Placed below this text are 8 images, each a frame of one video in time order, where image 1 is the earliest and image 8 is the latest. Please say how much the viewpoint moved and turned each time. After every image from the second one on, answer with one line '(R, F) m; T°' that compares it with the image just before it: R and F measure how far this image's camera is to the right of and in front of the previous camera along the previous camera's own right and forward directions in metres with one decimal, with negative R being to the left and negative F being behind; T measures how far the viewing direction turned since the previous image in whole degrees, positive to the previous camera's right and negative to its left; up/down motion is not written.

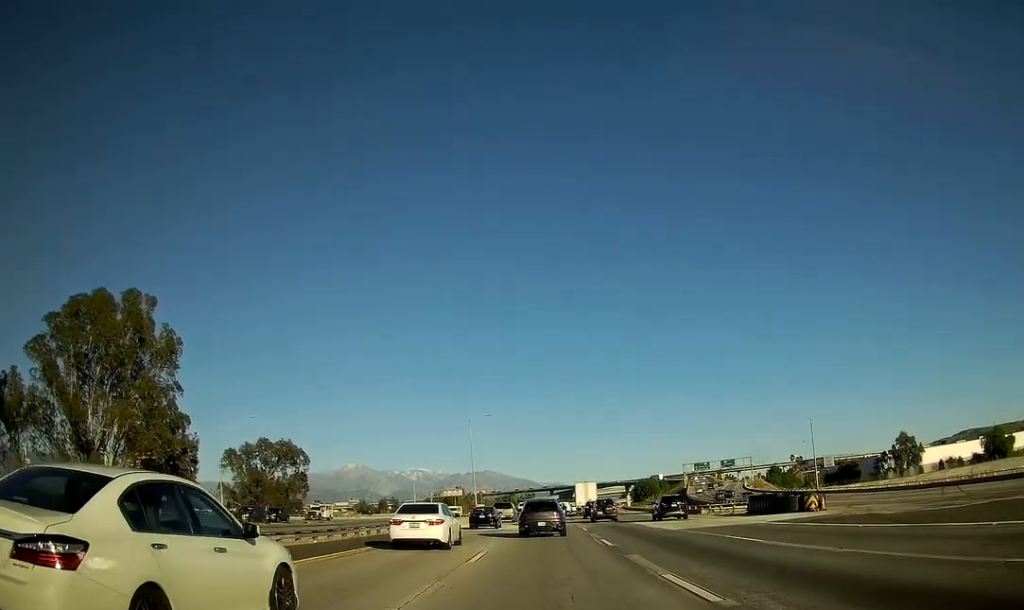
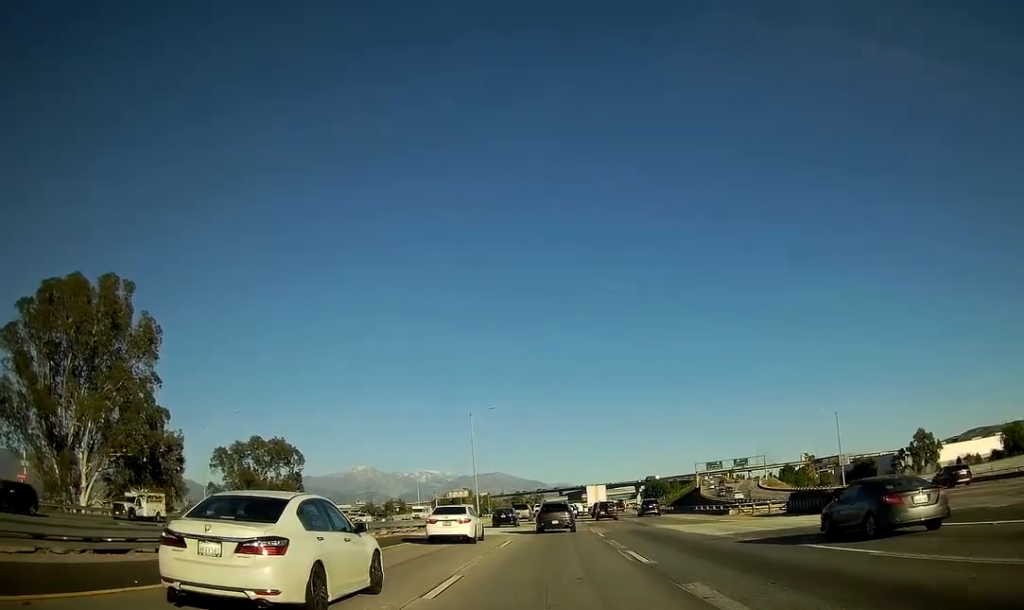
(-0.1, +7.4) m; -1°
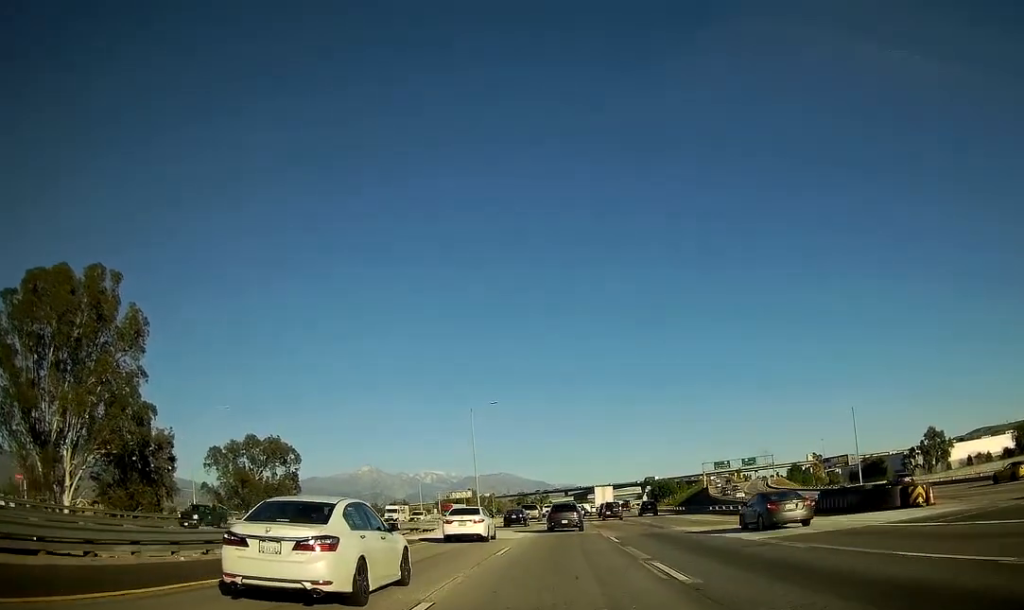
(+0.1, +4.3) m; +1°
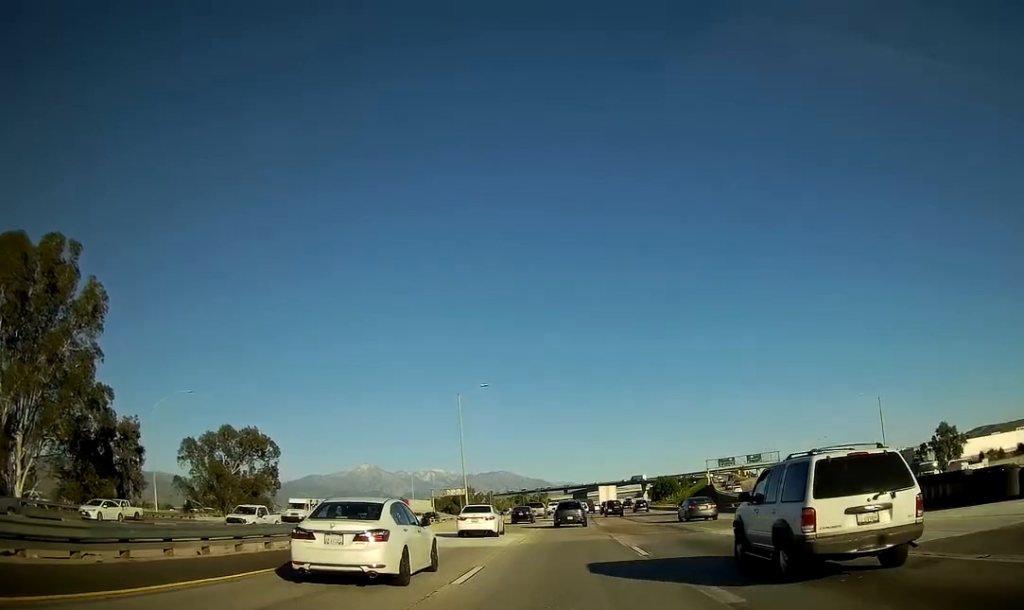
(+0.2, +8.6) m; 0°
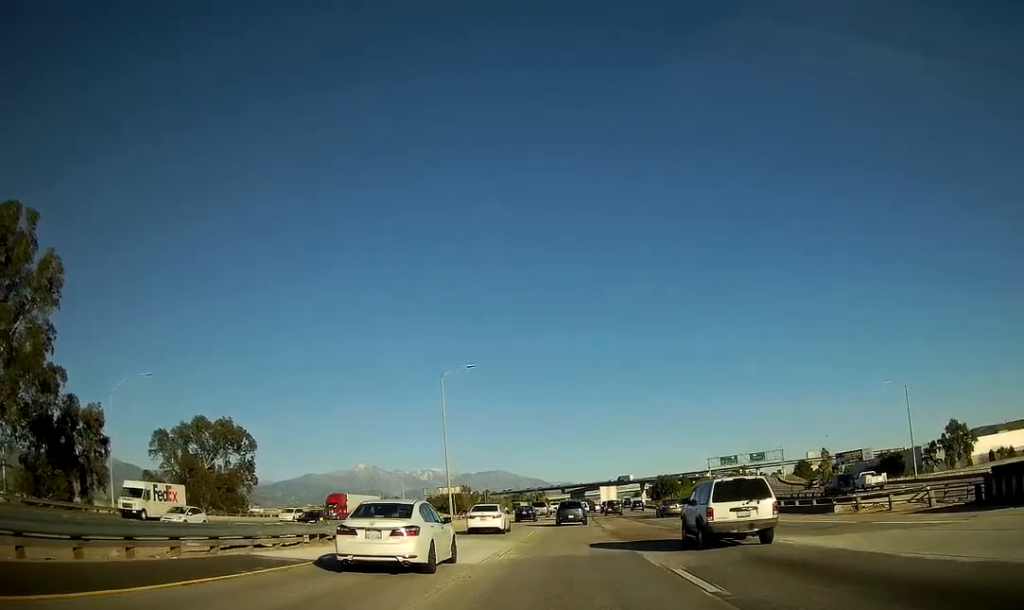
(-0.1, +8.1) m; -1°
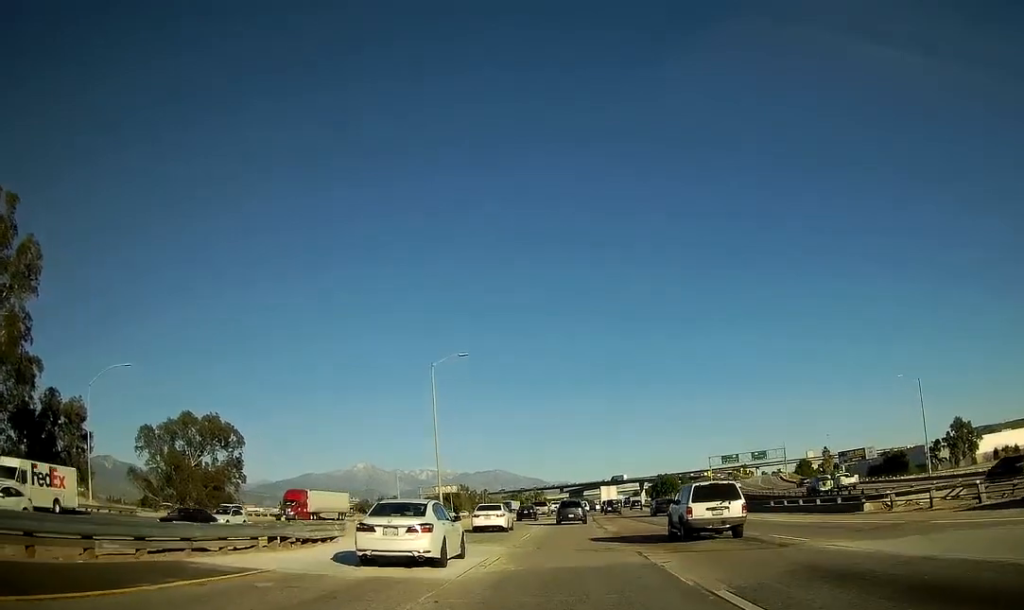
(0.0, +3.7) m; 0°
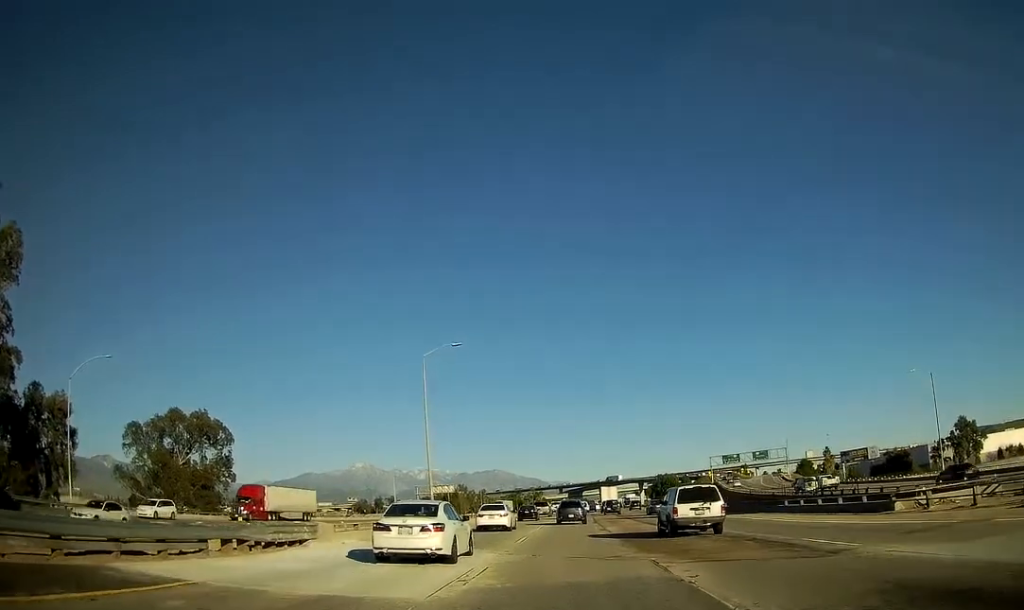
(0.0, +3.4) m; 0°
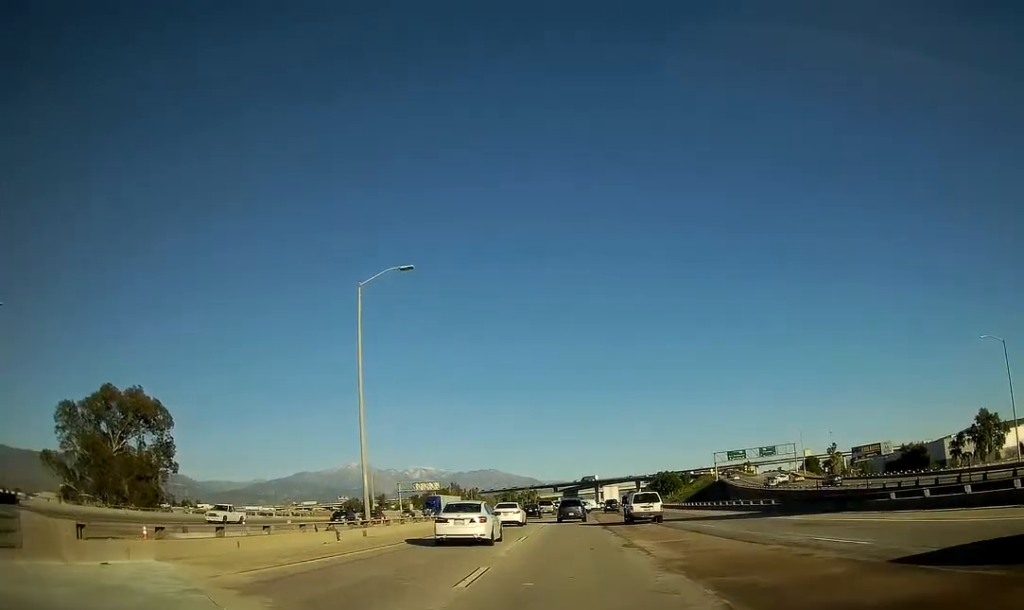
(+0.4, +15.3) m; 0°
